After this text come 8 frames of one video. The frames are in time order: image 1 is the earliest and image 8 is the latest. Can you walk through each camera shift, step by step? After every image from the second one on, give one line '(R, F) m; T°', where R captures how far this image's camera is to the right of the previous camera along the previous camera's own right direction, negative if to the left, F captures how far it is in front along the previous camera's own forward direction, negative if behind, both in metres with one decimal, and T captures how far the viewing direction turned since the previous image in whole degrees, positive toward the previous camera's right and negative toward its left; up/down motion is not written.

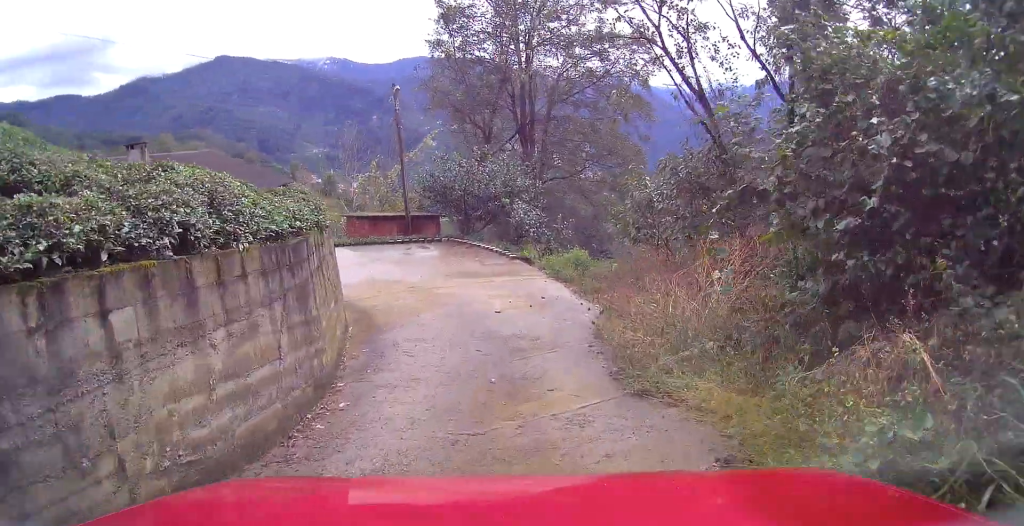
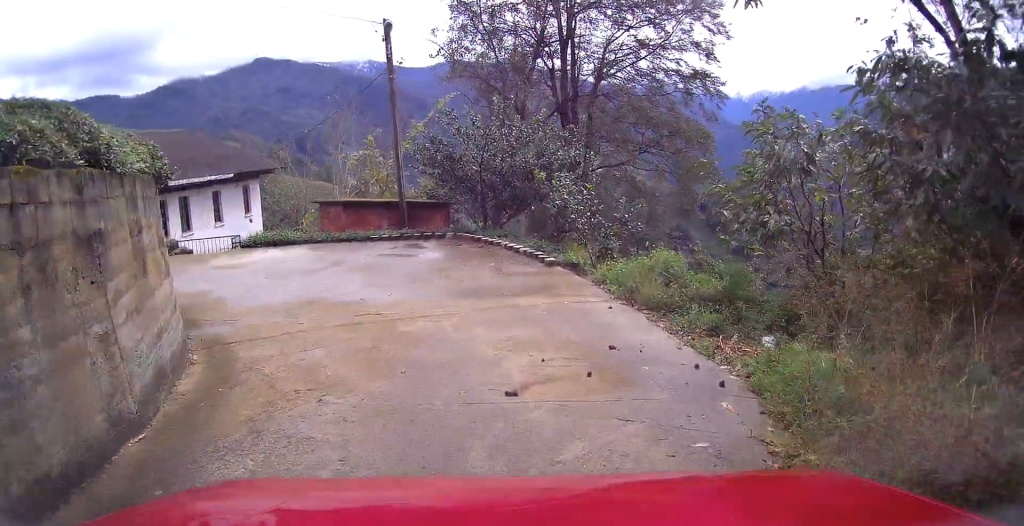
(-0.3, +6.6) m; -6°
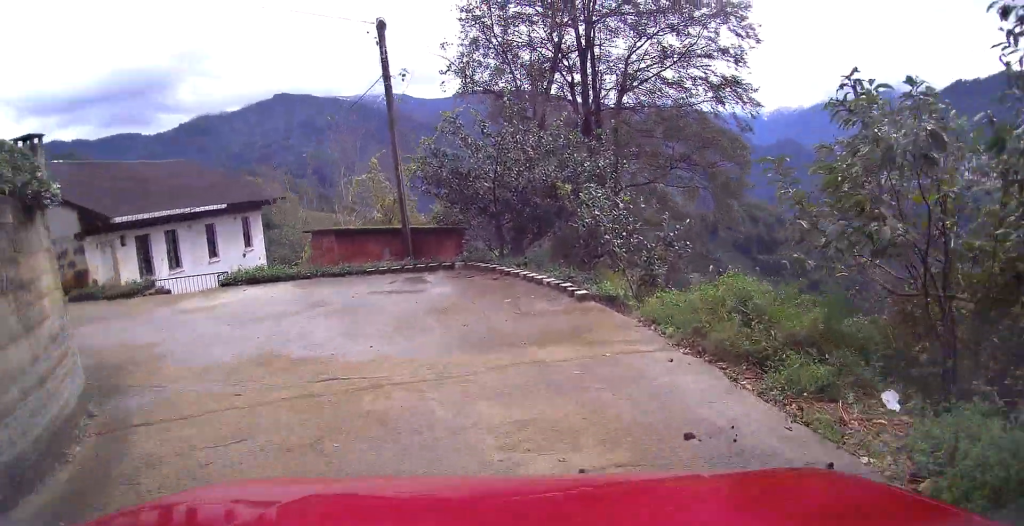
(0.0, +2.5) m; -4°
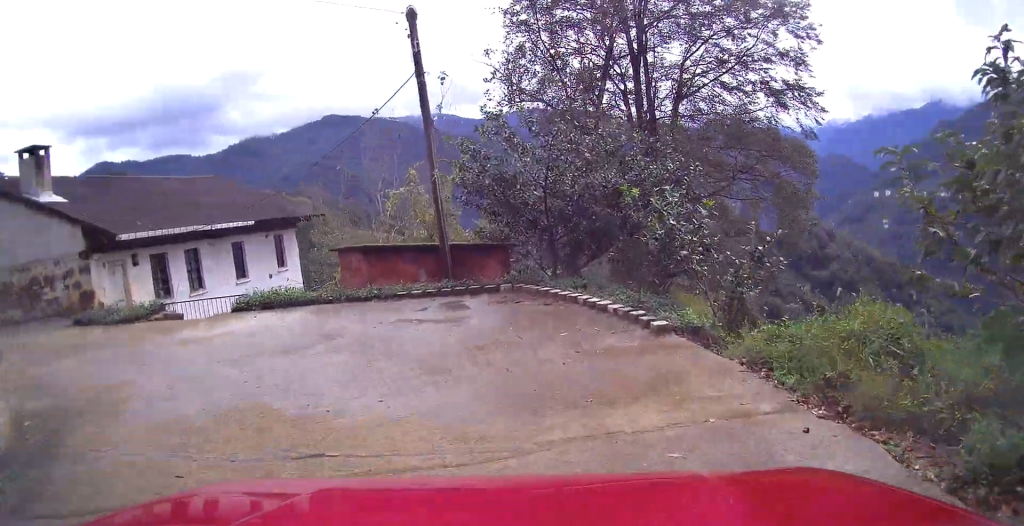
(-0.1, +2.0) m; -6°
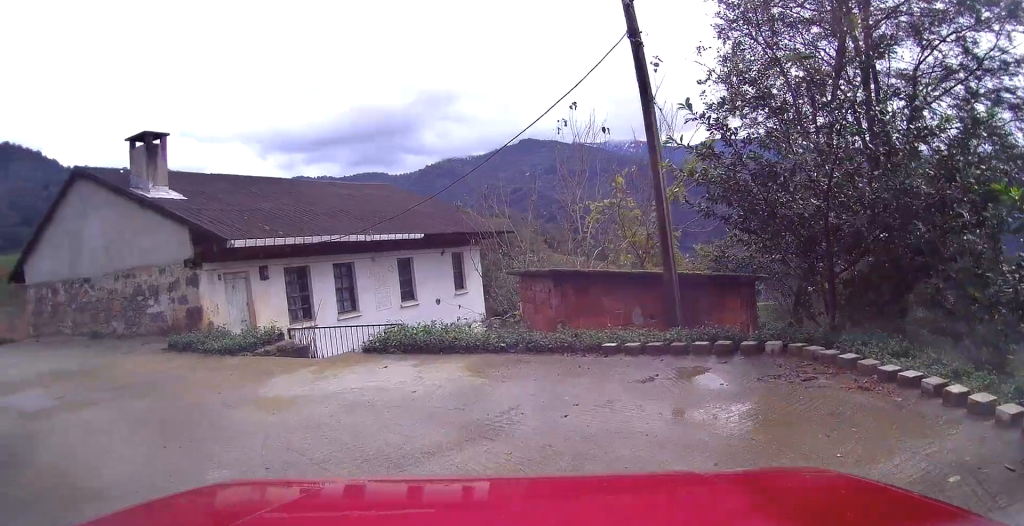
(-0.5, +3.9) m; -18°
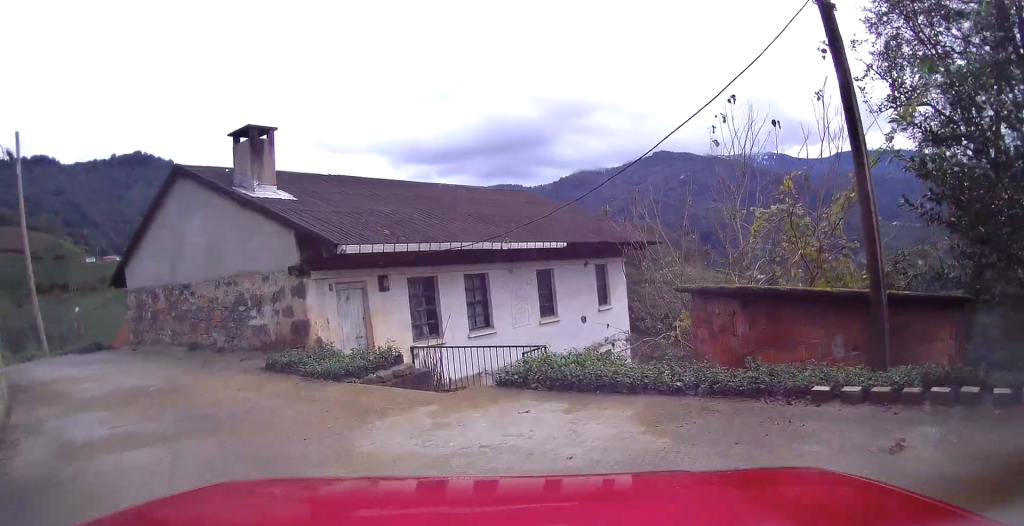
(-0.2, +1.8) m; -12°
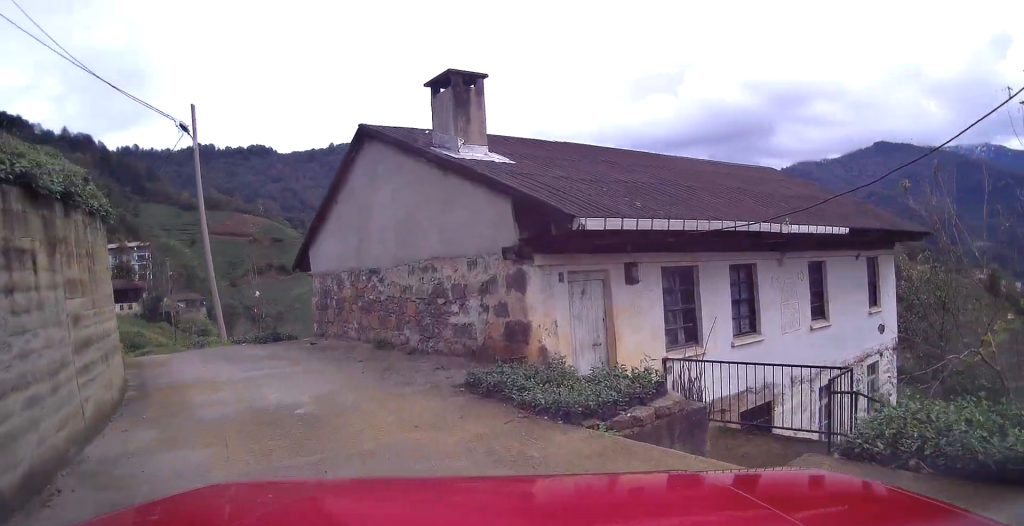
(-0.5, +2.7) m; -18°
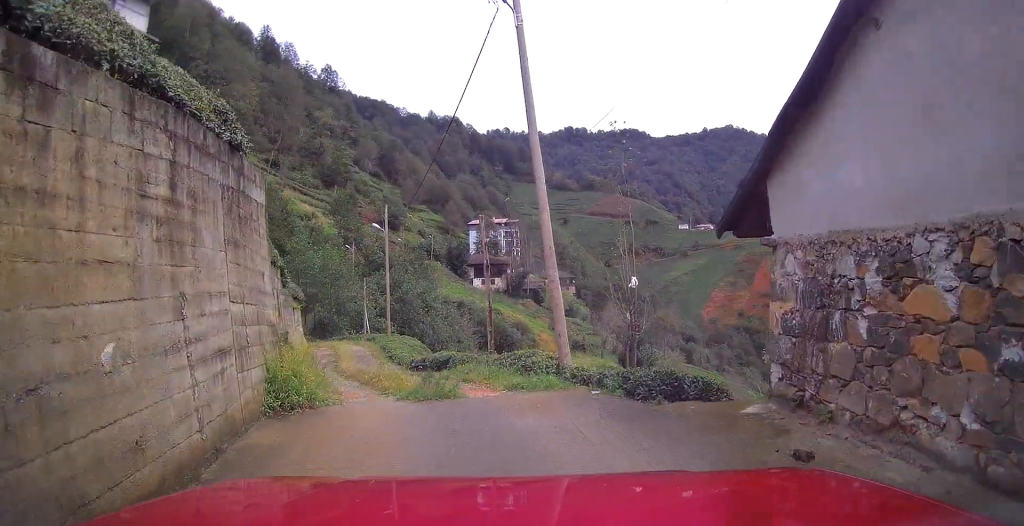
(-2.2, +7.6) m; -29°
